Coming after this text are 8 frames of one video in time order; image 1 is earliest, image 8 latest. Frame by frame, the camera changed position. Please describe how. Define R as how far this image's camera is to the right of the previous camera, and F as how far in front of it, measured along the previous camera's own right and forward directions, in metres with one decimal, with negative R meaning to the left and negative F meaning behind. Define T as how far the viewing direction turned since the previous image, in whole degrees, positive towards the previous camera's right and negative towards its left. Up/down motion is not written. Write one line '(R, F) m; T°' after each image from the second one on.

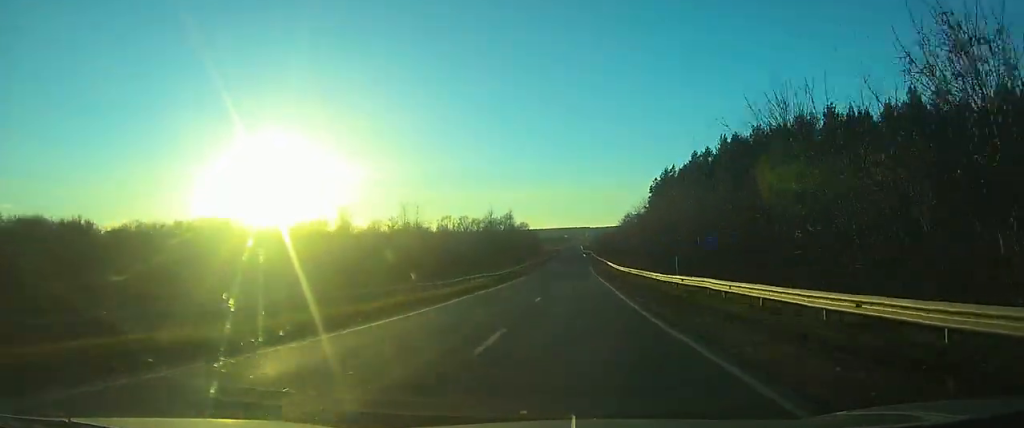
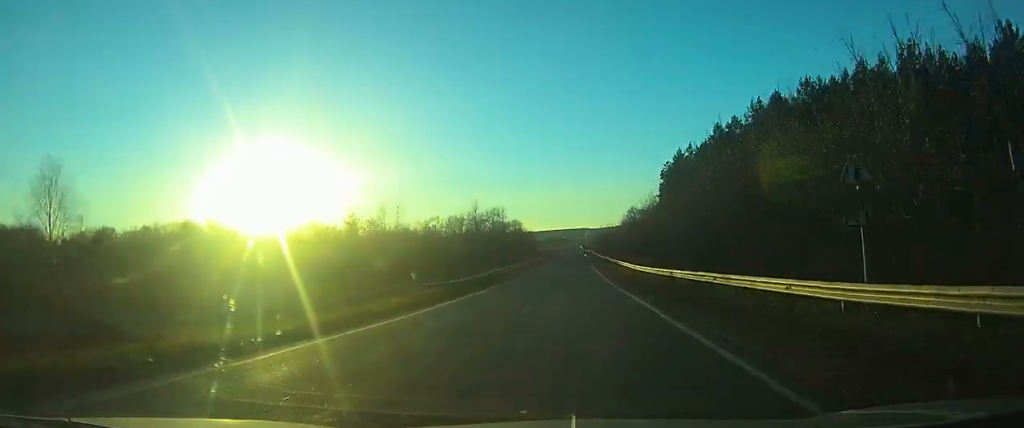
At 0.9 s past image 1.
(-0.1, +21.3) m; 0°
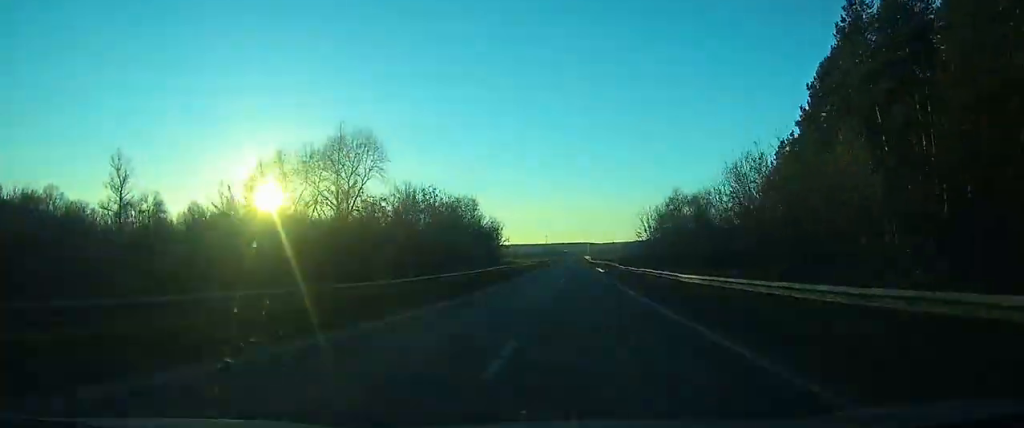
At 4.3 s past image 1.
(+0.5, +74.8) m; +1°
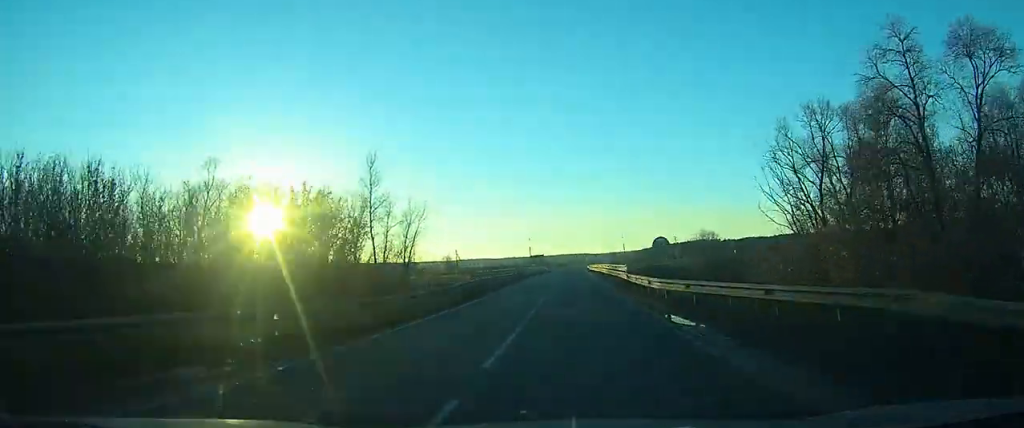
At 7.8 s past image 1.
(+0.4, +77.2) m; 0°
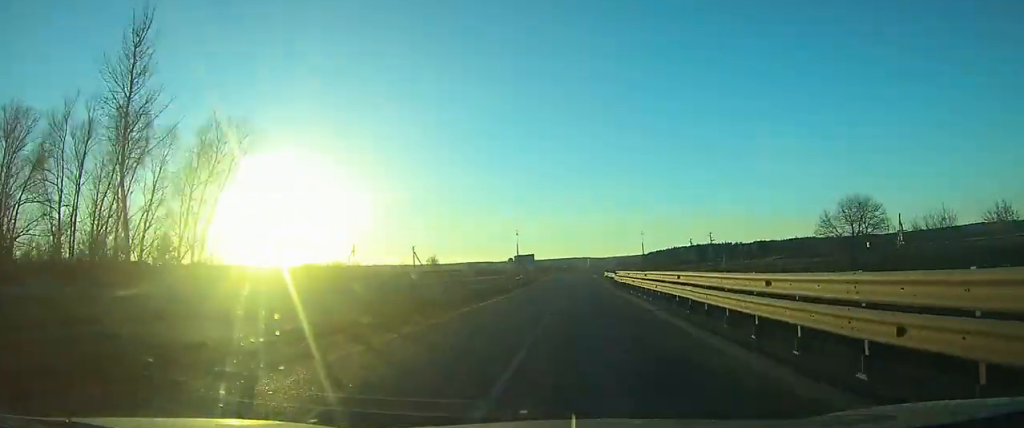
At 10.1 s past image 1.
(-0.1, +53.9) m; 0°
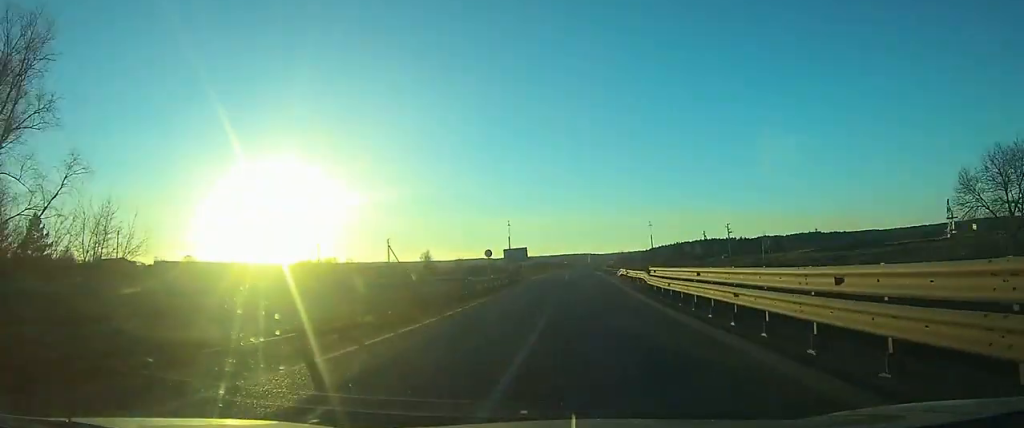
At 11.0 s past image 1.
(0.0, +20.0) m; 0°
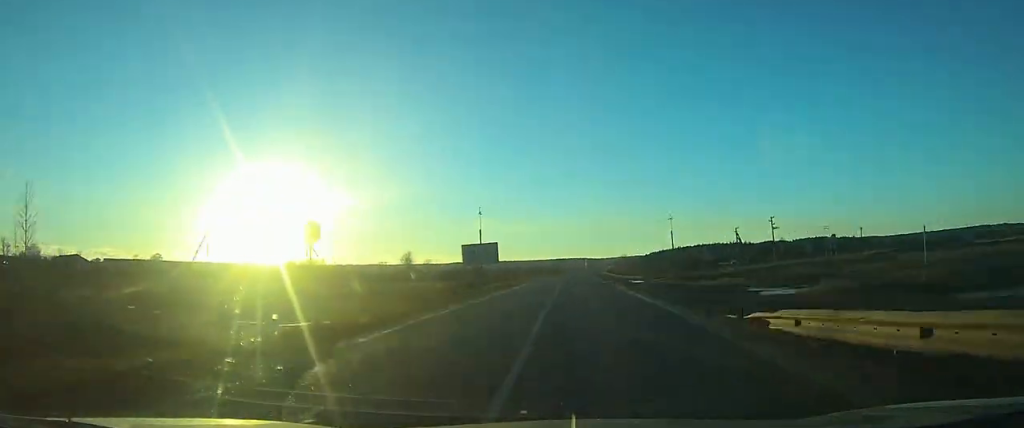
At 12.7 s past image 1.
(-0.1, +37.6) m; 0°
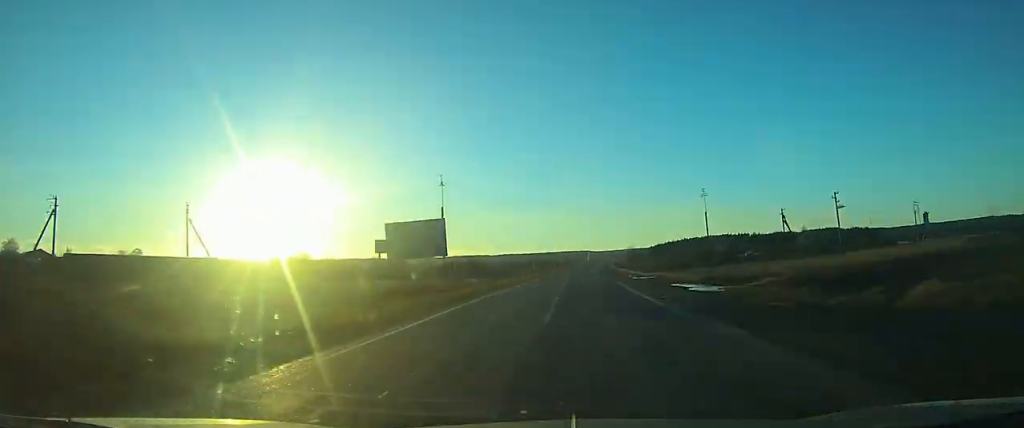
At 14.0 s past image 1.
(0.0, +28.2) m; 0°
